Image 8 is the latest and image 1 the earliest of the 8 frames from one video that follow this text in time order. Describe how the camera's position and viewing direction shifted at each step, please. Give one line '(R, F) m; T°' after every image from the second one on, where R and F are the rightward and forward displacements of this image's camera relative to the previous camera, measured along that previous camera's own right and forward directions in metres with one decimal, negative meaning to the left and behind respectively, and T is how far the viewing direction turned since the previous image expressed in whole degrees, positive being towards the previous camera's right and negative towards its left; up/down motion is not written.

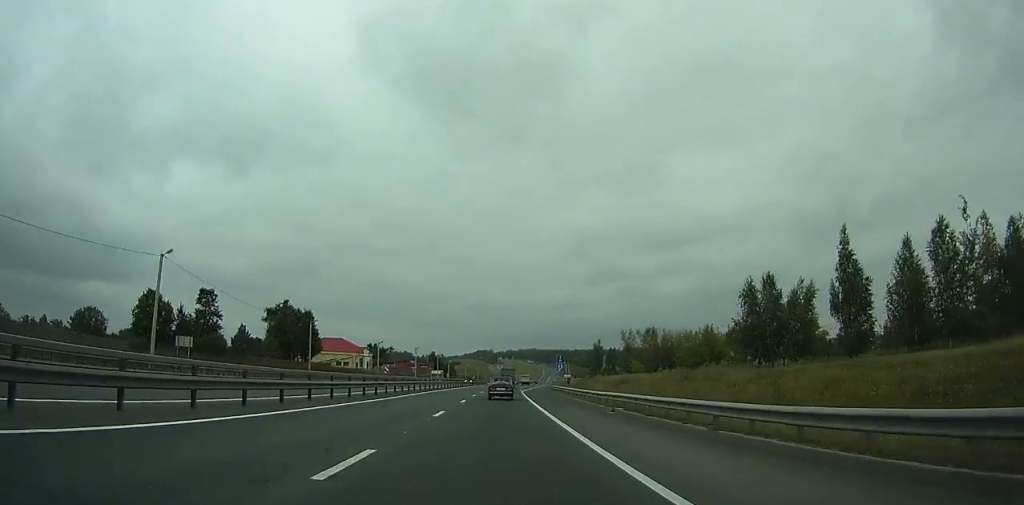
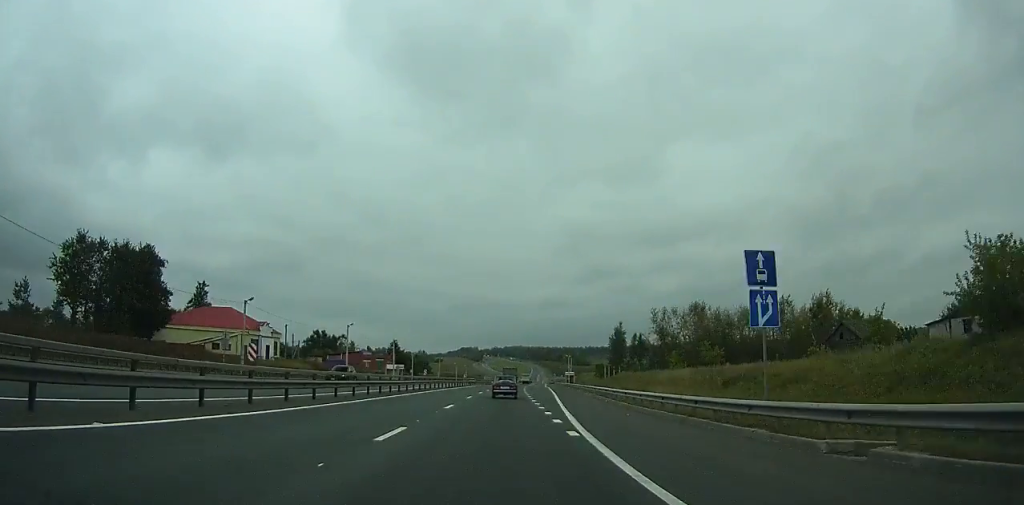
(+0.8, +54.9) m; +2°
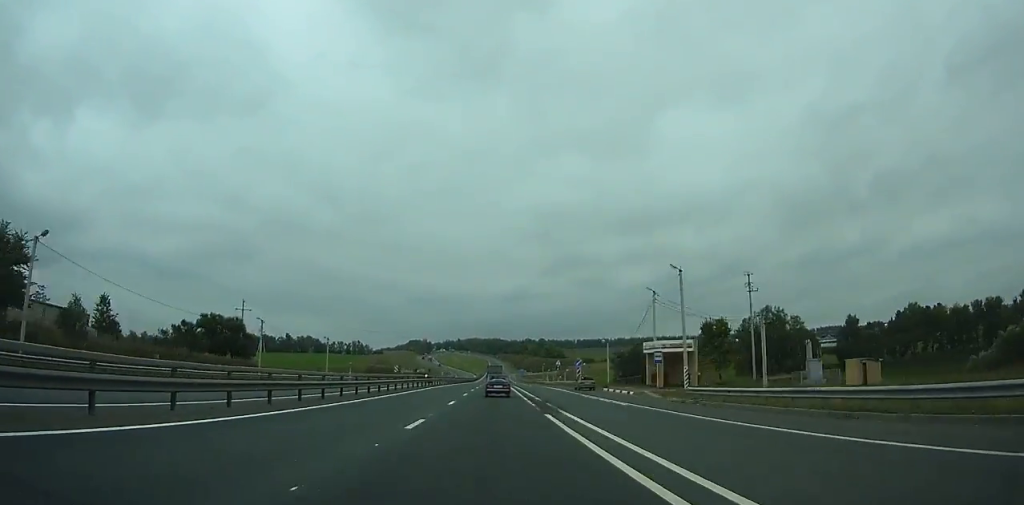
(+6.8, +152.7) m; +4°
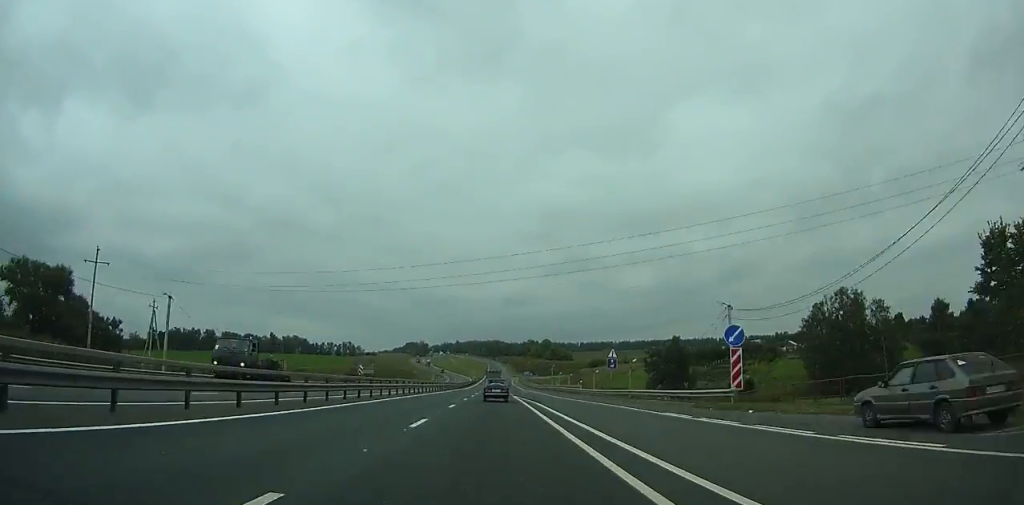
(+0.3, +47.7) m; 0°
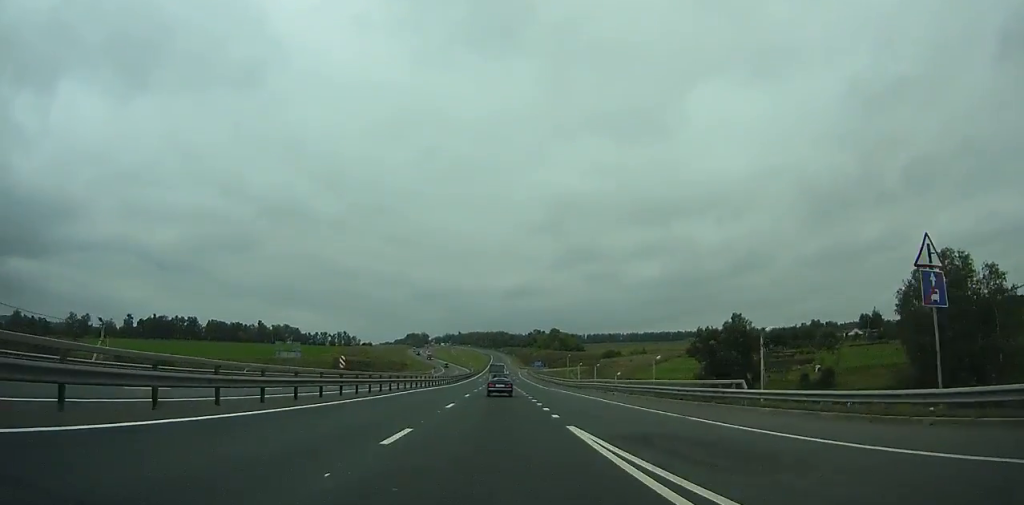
(+0.1, +40.4) m; 0°
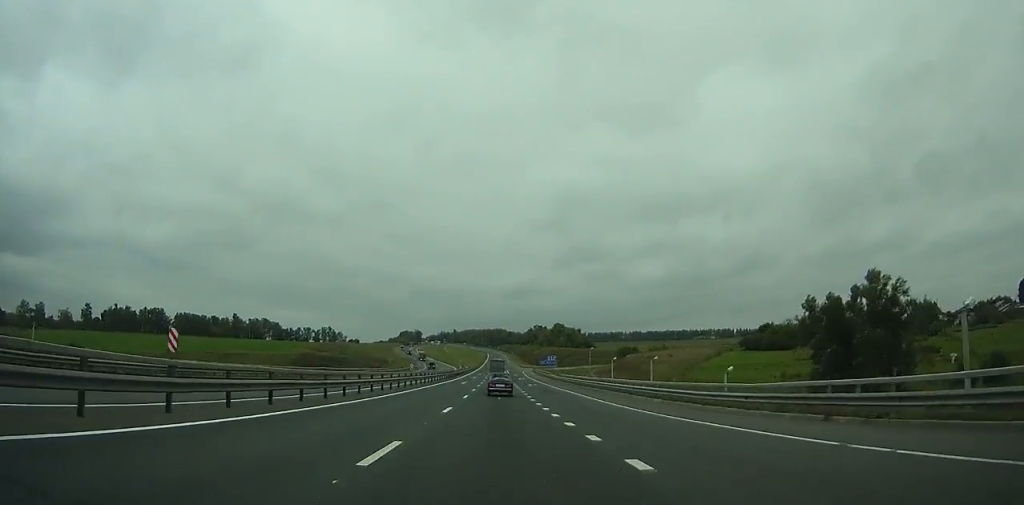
(-0.2, +49.8) m; 0°
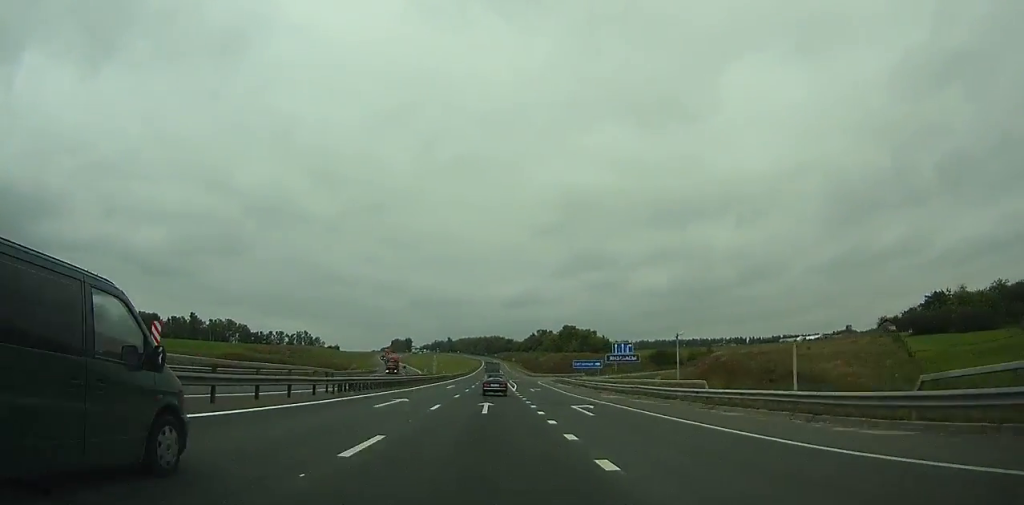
(+0.2, +73.1) m; 0°
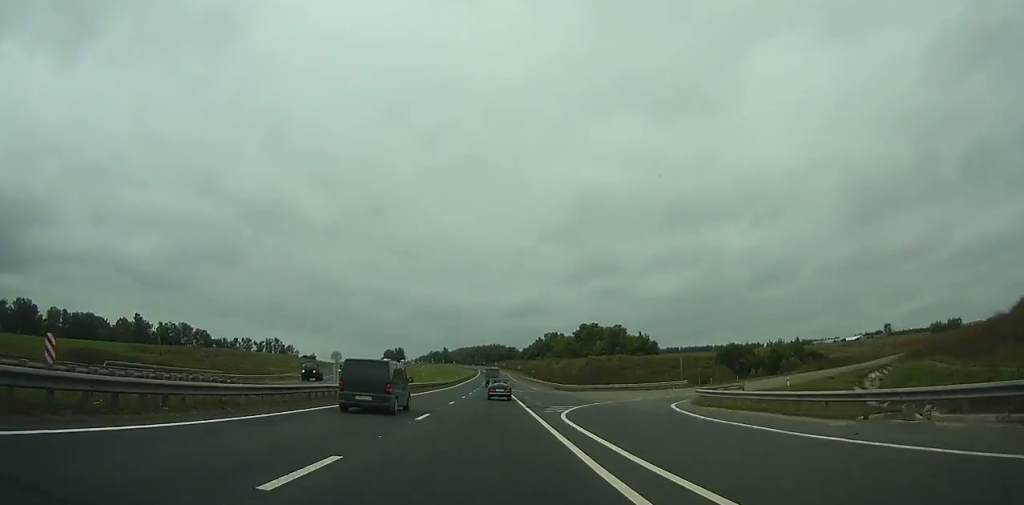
(0.0, +75.6) m; 0°
